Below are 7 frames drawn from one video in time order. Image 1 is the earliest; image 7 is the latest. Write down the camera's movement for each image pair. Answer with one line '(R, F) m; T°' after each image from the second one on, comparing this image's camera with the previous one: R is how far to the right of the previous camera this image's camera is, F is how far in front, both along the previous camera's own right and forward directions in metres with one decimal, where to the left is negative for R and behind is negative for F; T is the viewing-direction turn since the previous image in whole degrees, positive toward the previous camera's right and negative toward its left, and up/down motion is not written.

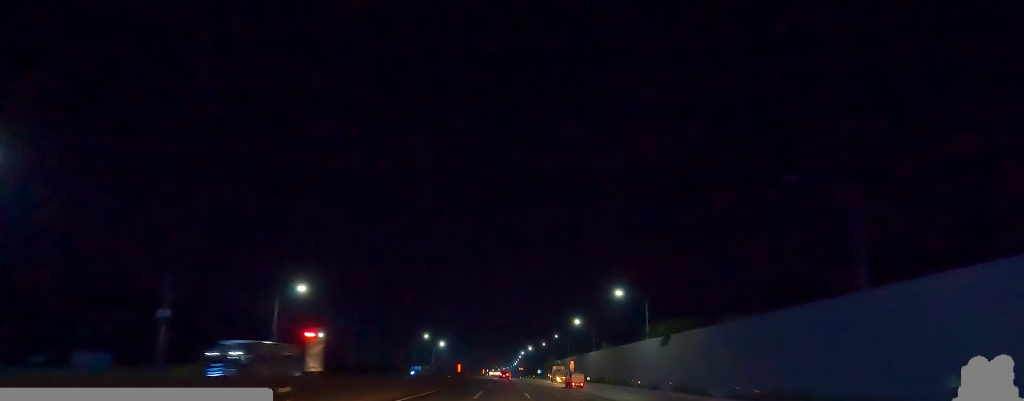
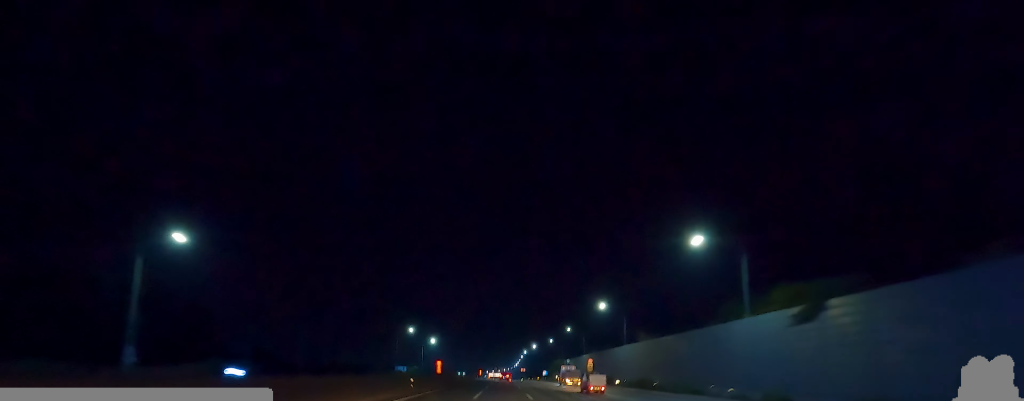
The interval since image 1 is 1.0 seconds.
(-0.4, +27.1) m; 0°
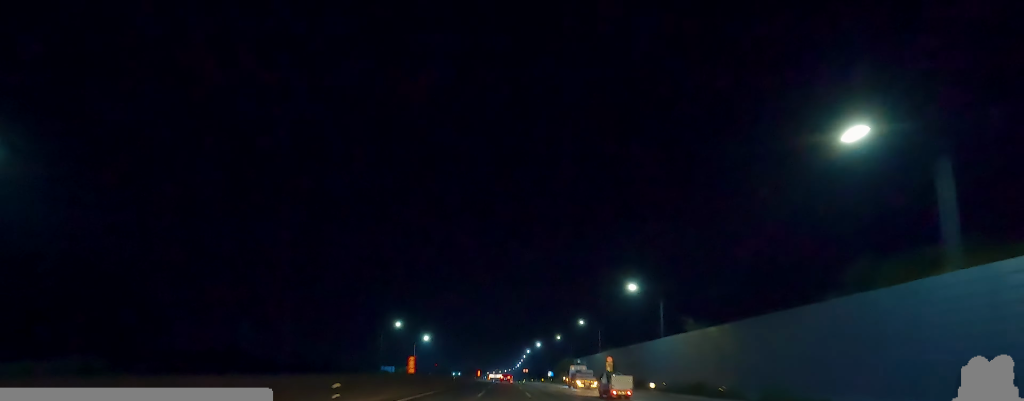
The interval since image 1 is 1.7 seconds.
(+0.8, +18.1) m; 0°
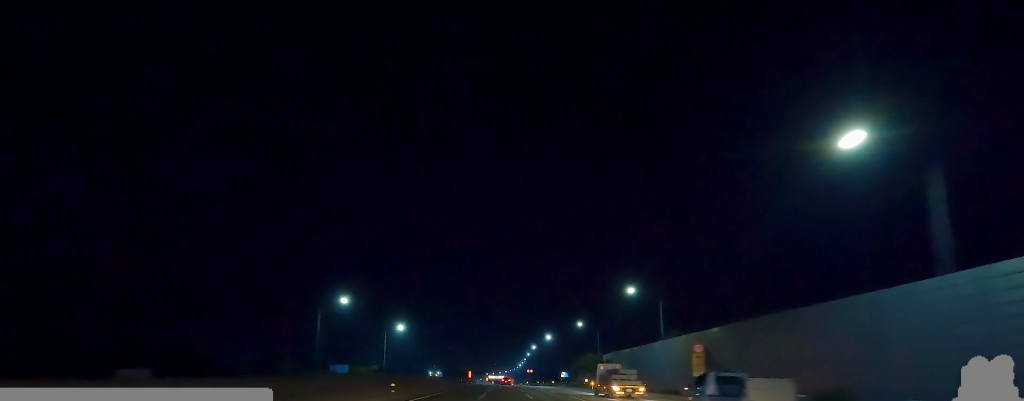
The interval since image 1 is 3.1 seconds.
(-0.6, +39.5) m; 0°
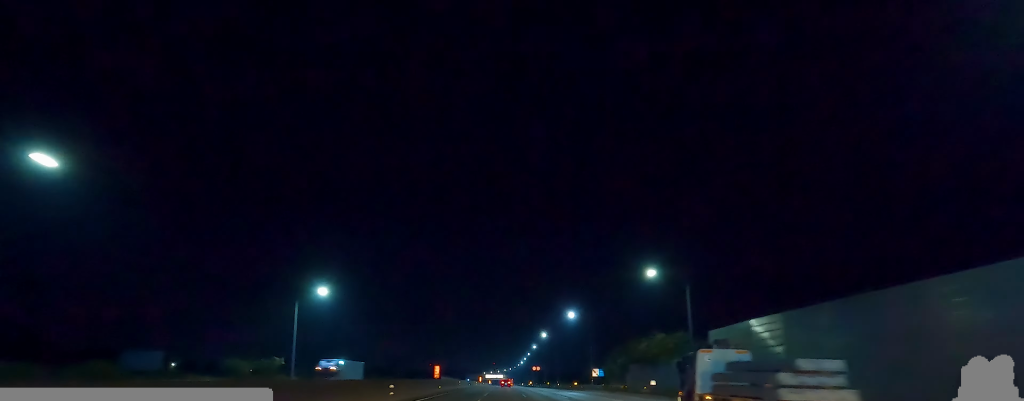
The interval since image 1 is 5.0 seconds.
(+0.1, +50.0) m; 0°
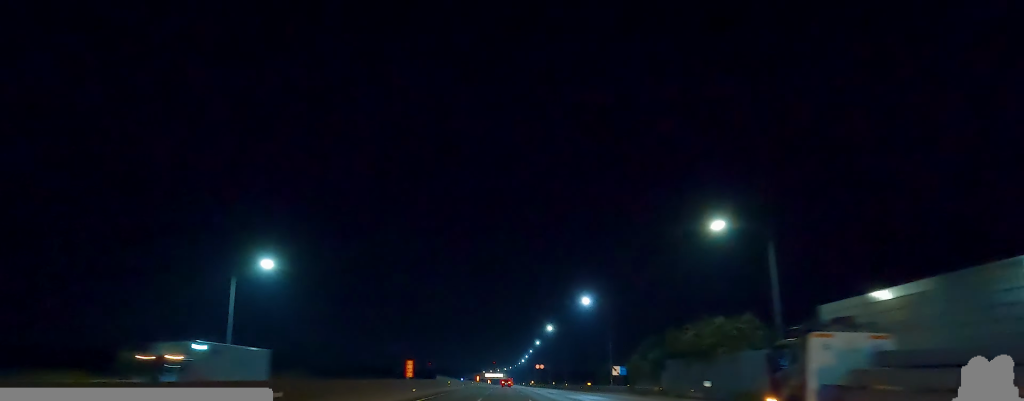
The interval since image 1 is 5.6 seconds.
(+0.8, +16.2) m; 0°
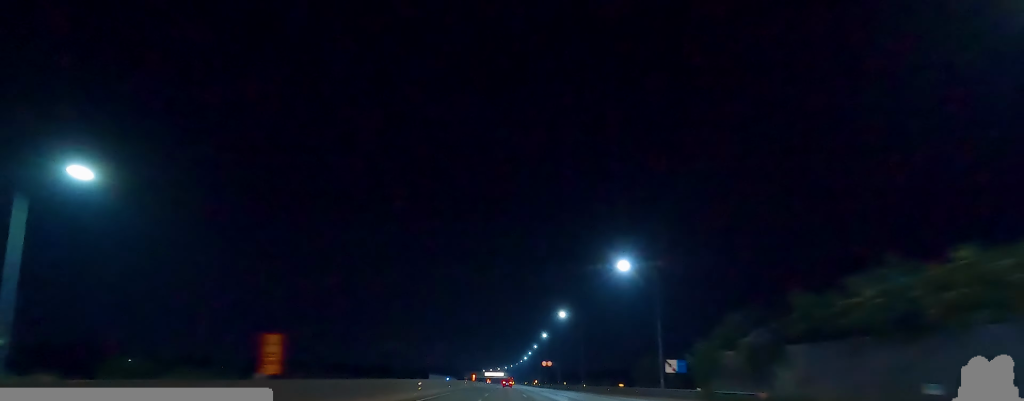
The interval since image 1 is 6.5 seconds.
(-1.3, +23.3) m; 0°
